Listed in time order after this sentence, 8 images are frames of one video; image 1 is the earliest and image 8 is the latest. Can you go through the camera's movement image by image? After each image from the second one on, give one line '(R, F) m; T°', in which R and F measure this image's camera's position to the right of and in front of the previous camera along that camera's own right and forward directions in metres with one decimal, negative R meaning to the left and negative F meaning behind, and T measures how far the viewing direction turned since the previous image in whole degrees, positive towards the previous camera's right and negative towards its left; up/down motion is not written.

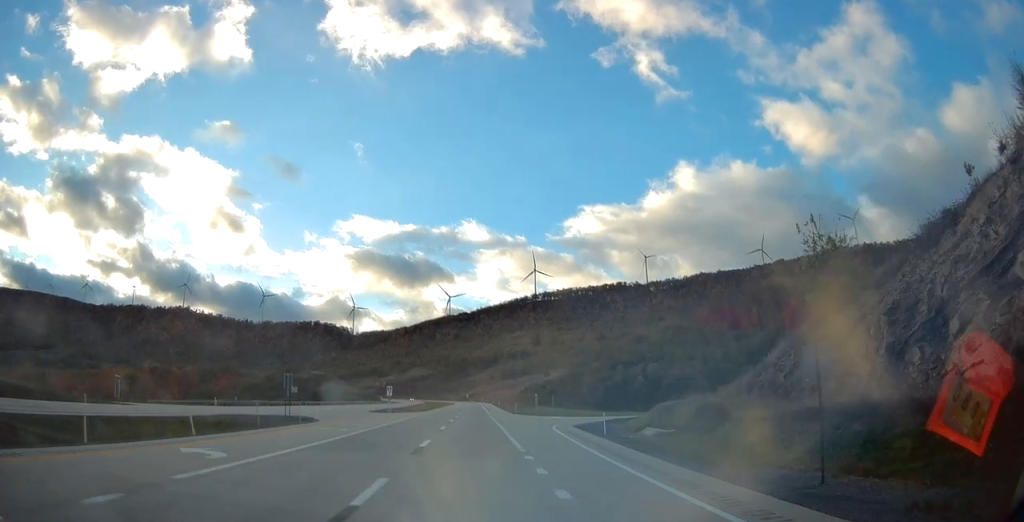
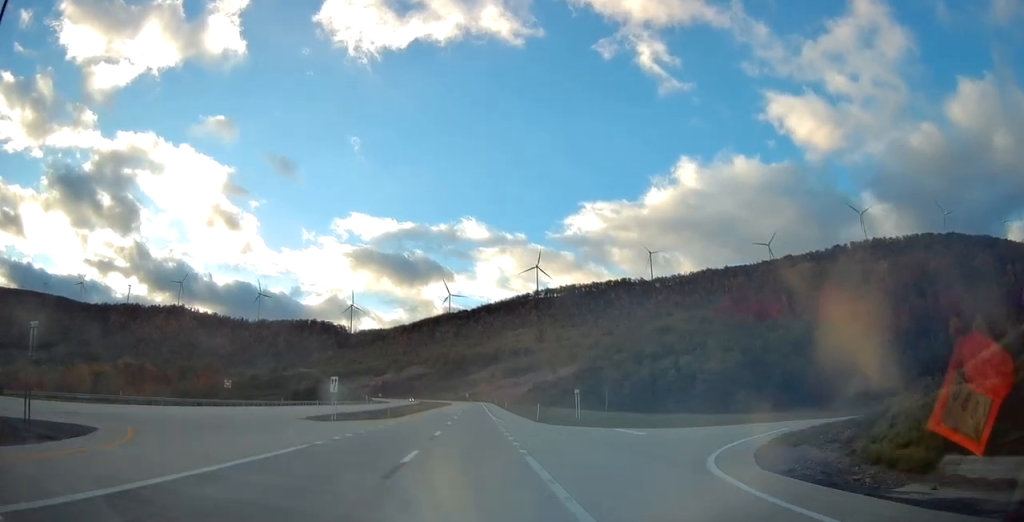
(-0.1, +29.5) m; 0°
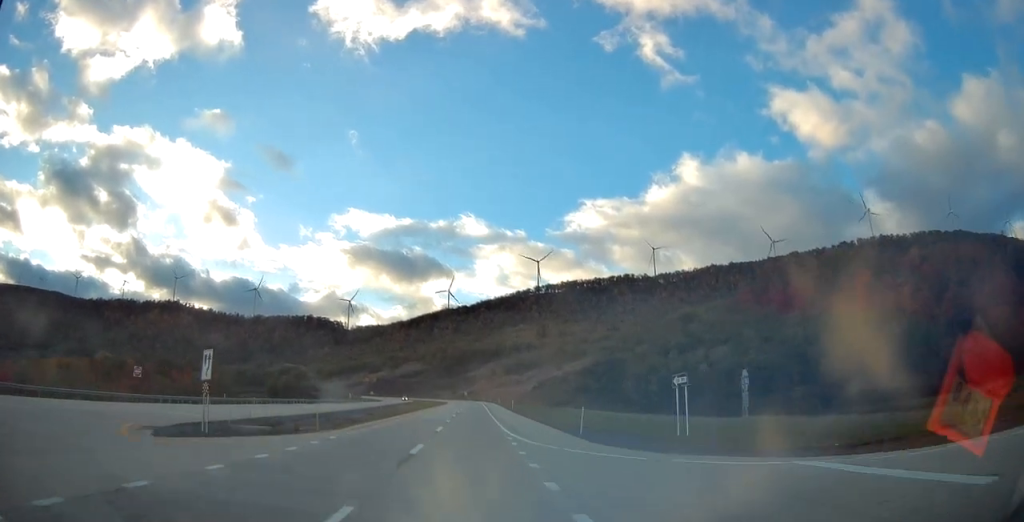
(0.0, +22.7) m; 0°
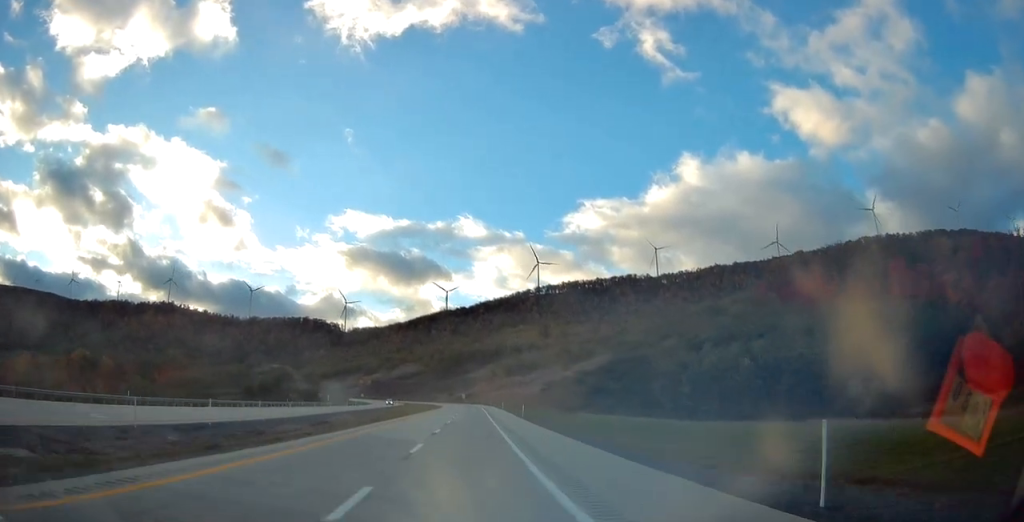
(-0.1, +22.5) m; 0°
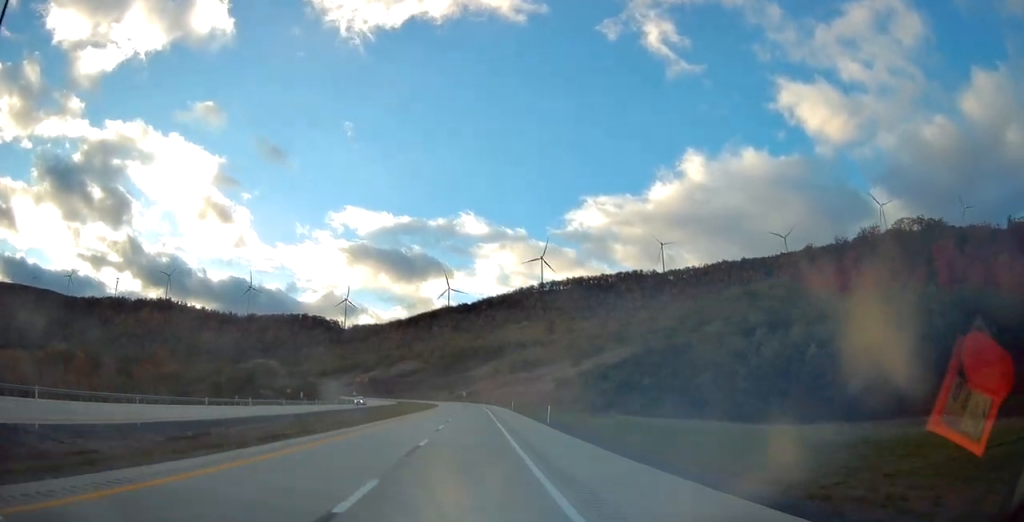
(0.0, +22.4) m; 0°
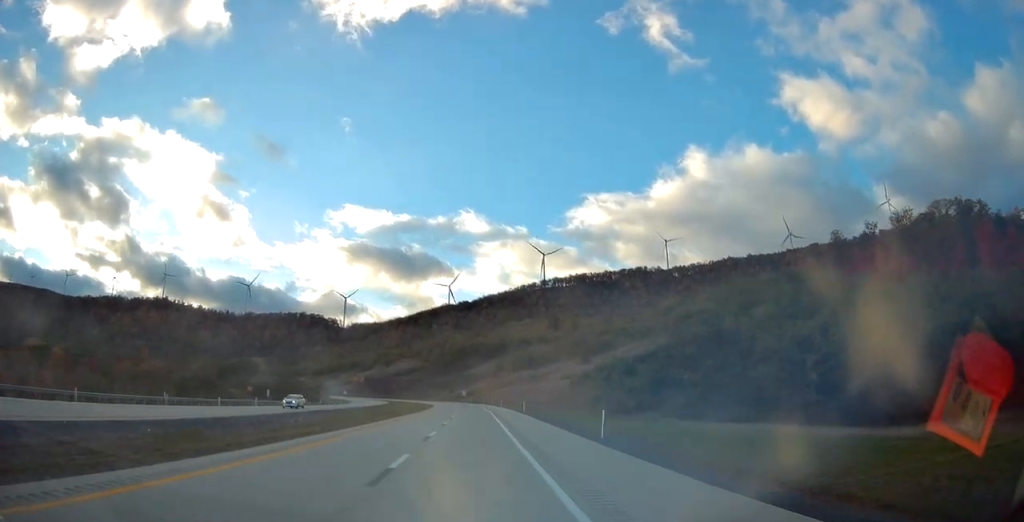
(+0.1, +19.4) m; 0°
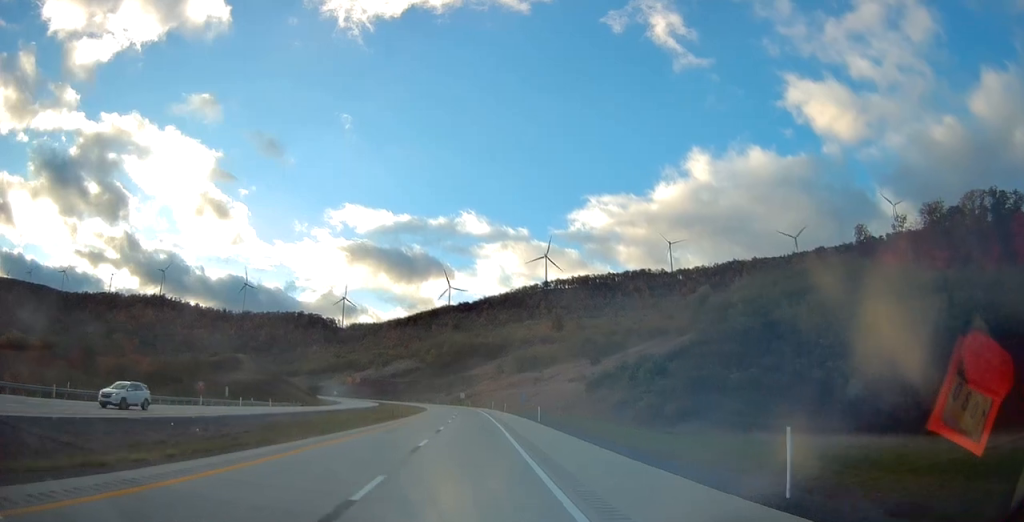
(-0.1, +16.4) m; 0°
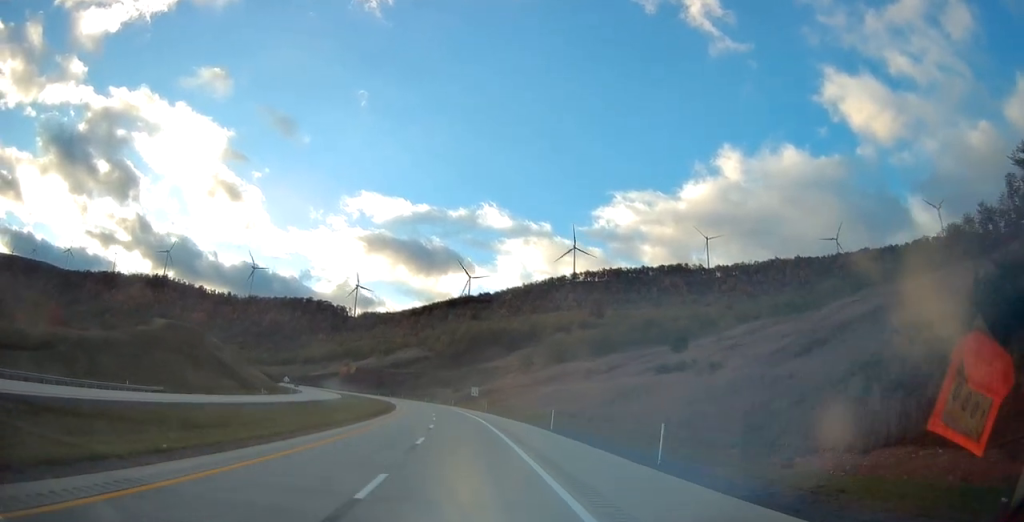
(-0.8, +72.7) m; -2°
